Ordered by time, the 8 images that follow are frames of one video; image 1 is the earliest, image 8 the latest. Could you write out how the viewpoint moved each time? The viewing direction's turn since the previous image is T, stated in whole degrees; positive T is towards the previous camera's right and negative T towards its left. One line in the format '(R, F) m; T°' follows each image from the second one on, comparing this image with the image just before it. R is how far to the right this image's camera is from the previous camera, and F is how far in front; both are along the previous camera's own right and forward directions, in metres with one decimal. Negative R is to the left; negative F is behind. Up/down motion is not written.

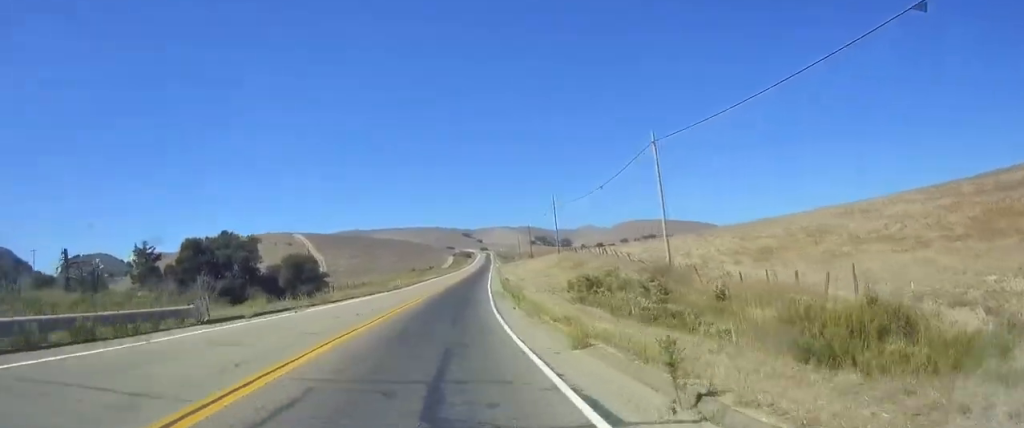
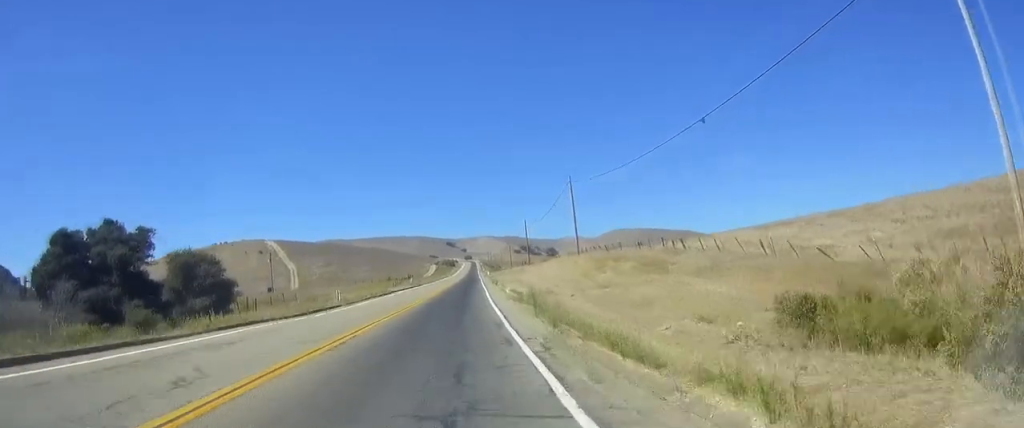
(+1.2, +27.7) m; +3°
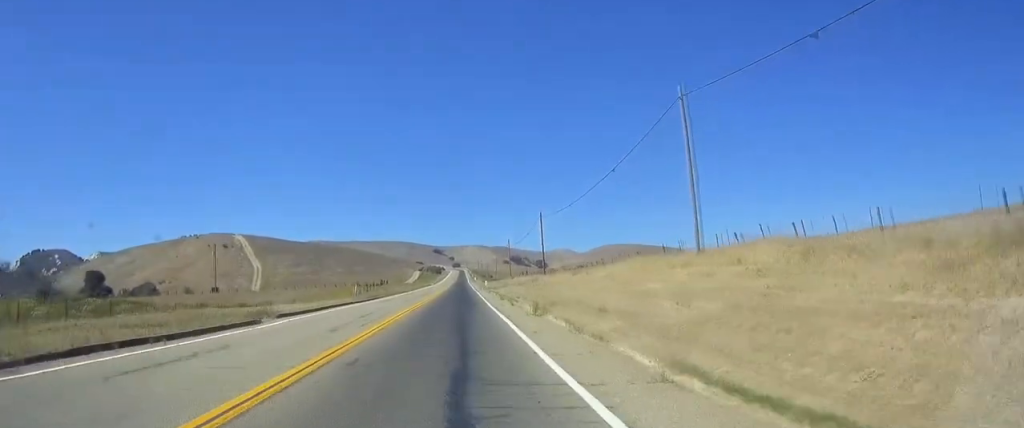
(0.0, +38.5) m; 0°
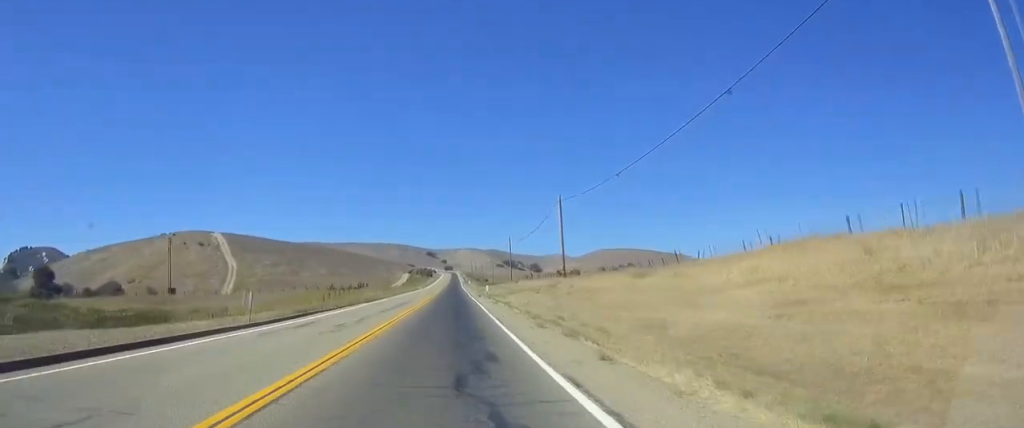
(0.0, +23.3) m; 0°
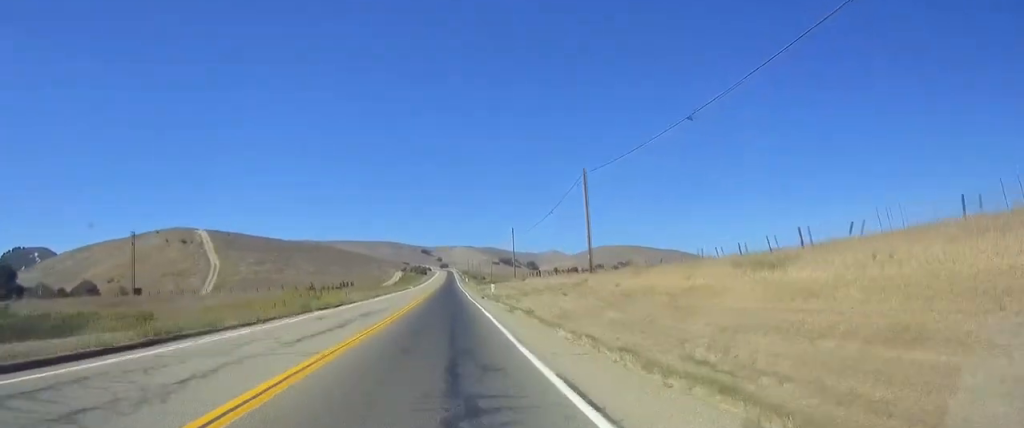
(0.0, +15.9) m; 0°
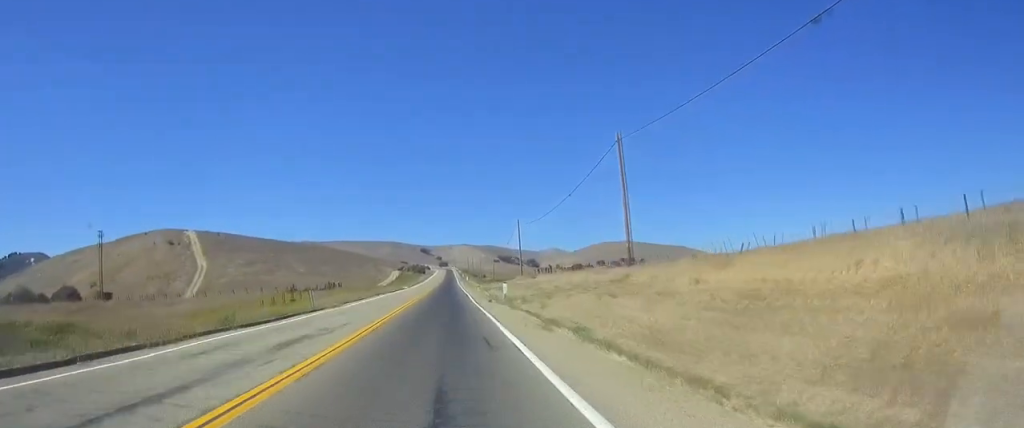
(0.0, +12.9) m; 0°
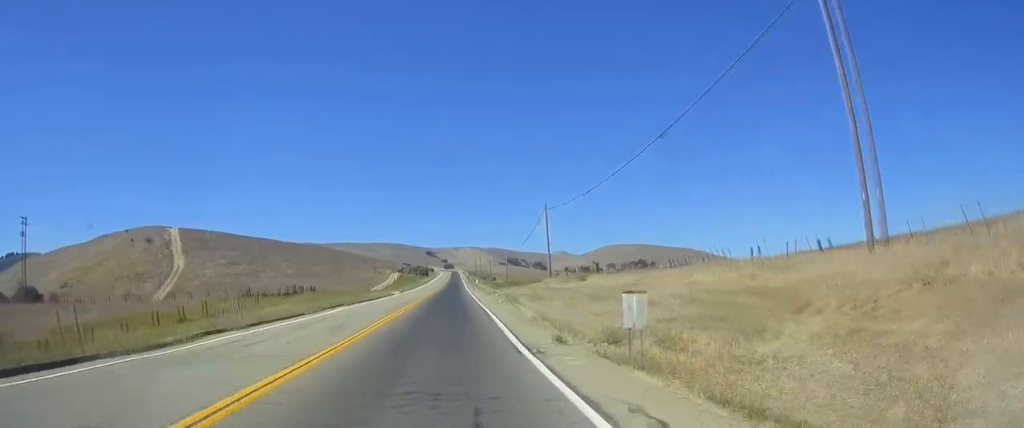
(0.0, +25.9) m; 0°
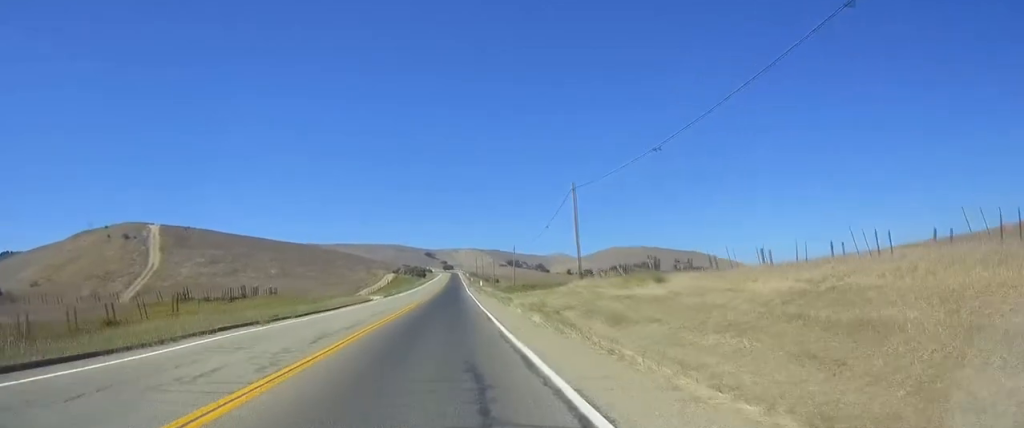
(0.0, +19.2) m; 0°
